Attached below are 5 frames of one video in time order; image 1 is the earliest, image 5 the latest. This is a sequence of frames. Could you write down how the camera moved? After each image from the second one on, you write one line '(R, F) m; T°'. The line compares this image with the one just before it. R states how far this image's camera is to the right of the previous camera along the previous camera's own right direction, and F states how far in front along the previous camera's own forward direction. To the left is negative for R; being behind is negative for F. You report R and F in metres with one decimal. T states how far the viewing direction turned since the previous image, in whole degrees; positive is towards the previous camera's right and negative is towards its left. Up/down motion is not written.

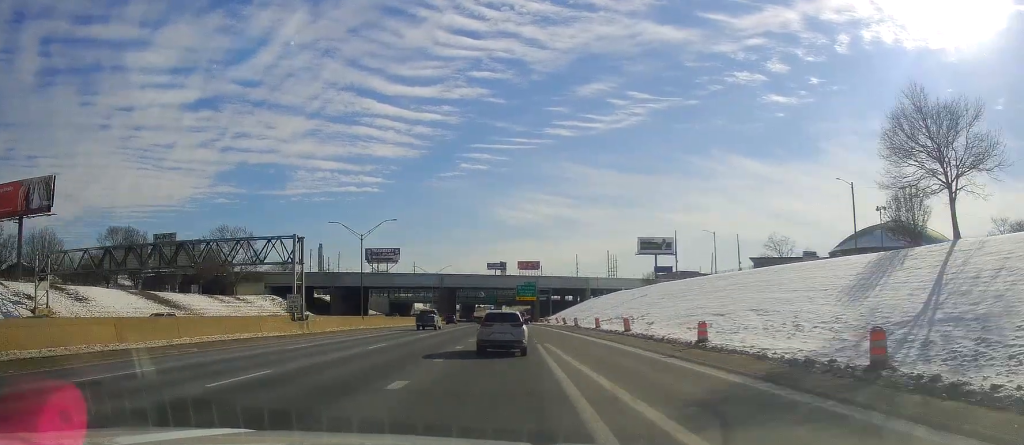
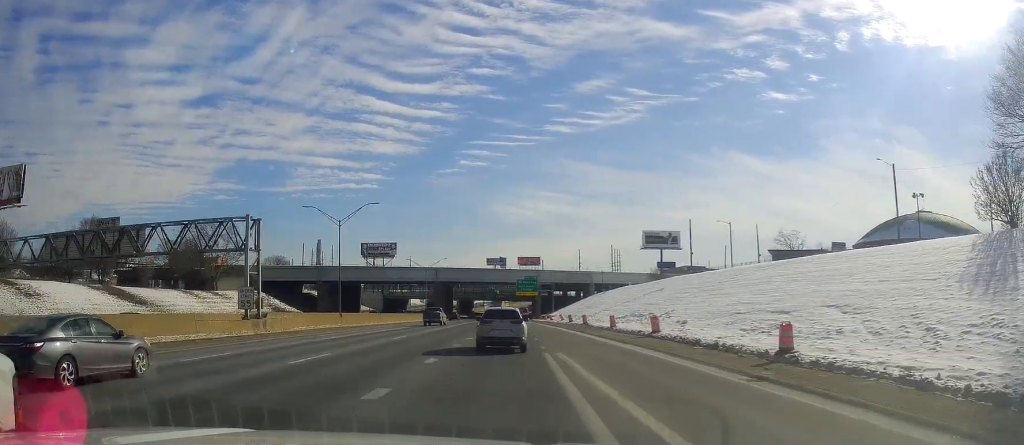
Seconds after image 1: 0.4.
(-0.1, +9.6) m; 0°
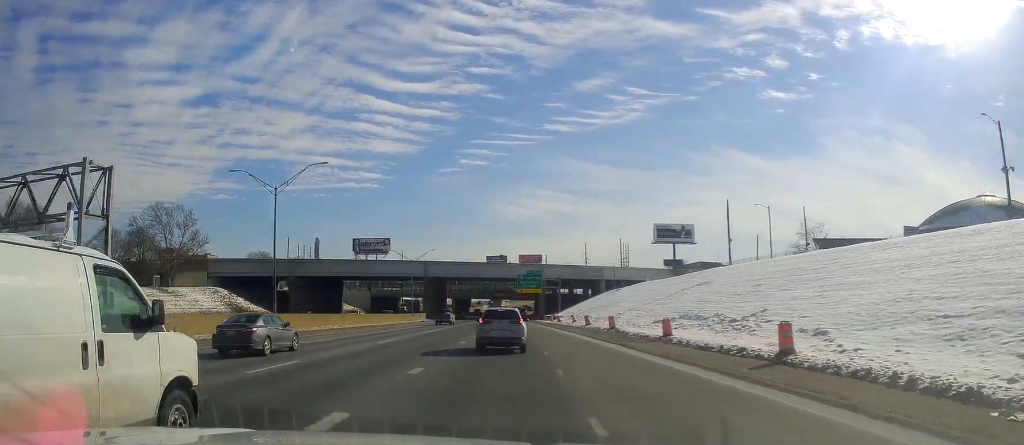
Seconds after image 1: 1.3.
(-0.2, +18.4) m; +1°
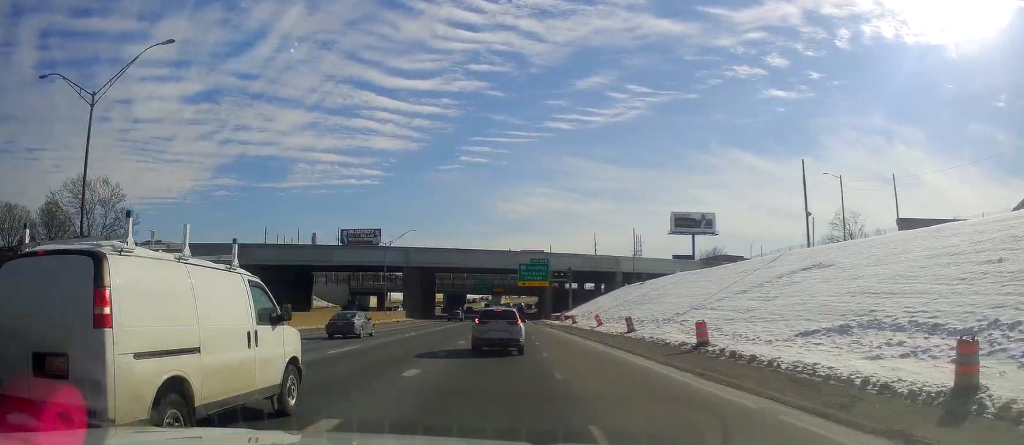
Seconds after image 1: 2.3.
(+0.6, +23.3) m; +1°
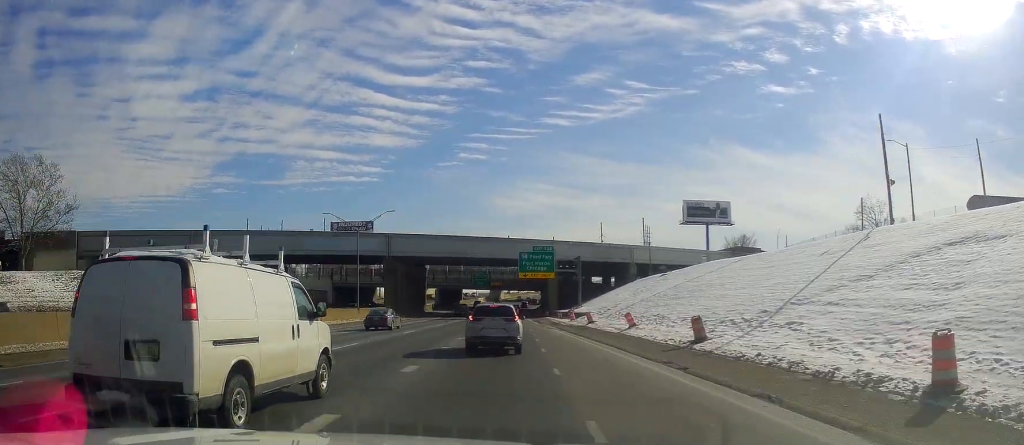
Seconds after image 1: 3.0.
(-0.1, +15.1) m; -1°
